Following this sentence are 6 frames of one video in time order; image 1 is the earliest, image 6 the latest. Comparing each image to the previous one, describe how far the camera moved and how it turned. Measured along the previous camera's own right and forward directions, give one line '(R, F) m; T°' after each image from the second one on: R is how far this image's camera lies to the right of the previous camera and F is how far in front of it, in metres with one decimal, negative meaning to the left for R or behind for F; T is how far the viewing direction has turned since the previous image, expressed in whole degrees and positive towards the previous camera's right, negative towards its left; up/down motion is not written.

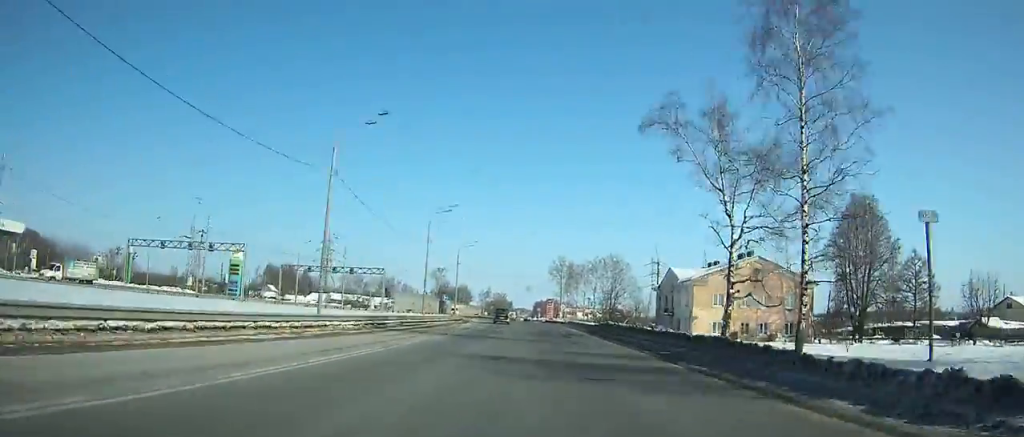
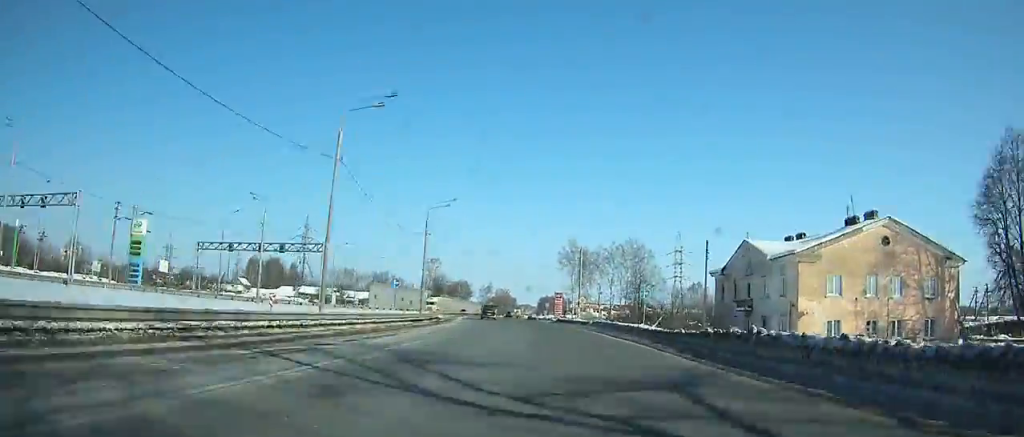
(+0.1, +27.5) m; -1°
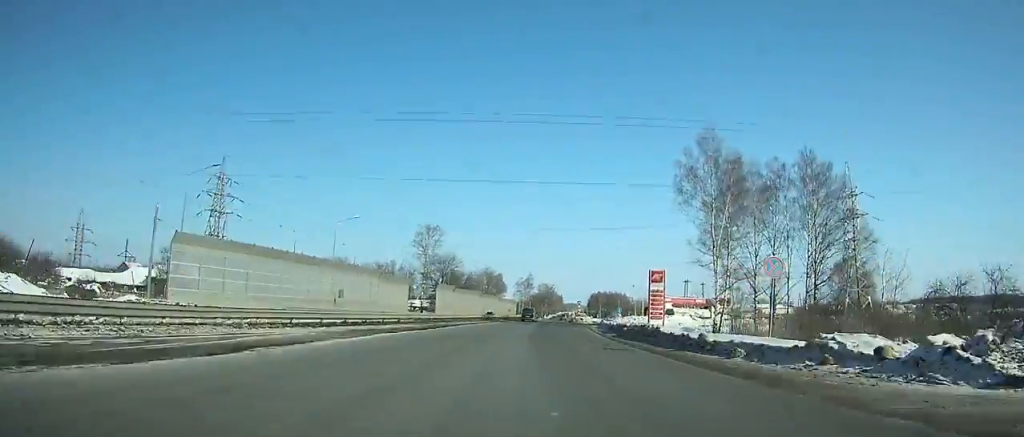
(-2.0, +84.3) m; -1°
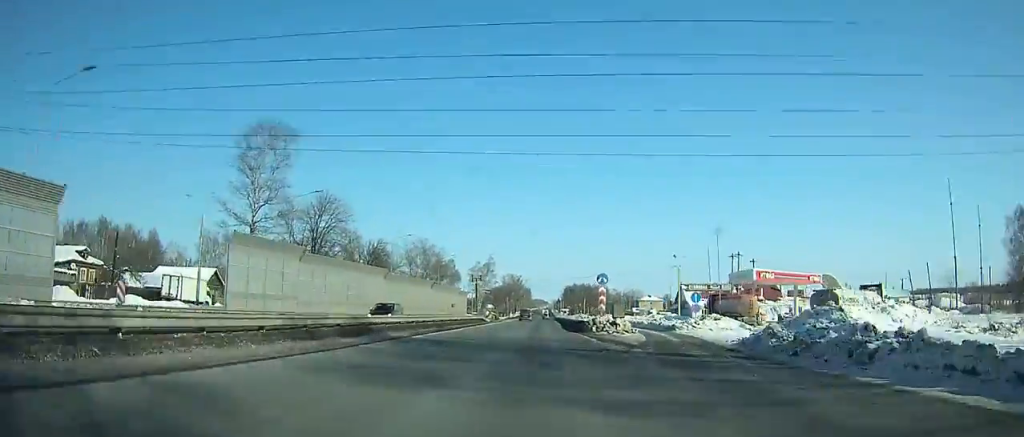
(+0.5, +70.7) m; +2°
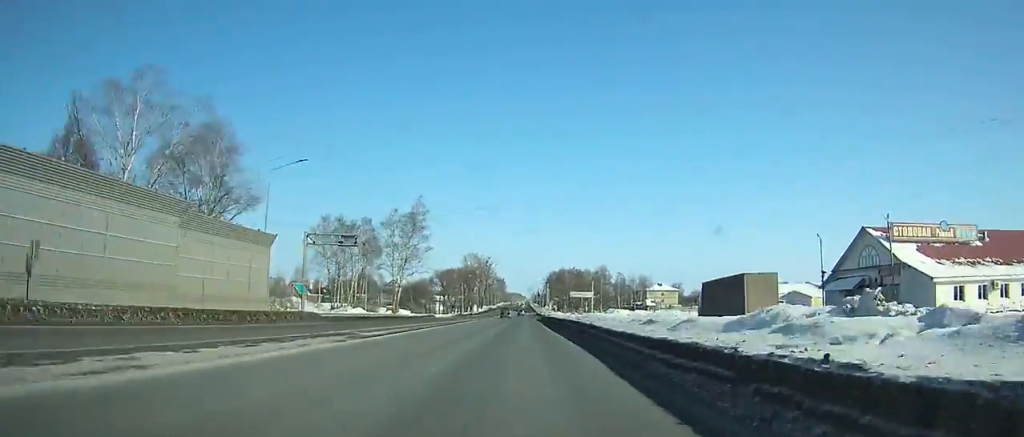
(+2.1, +94.9) m; +2°
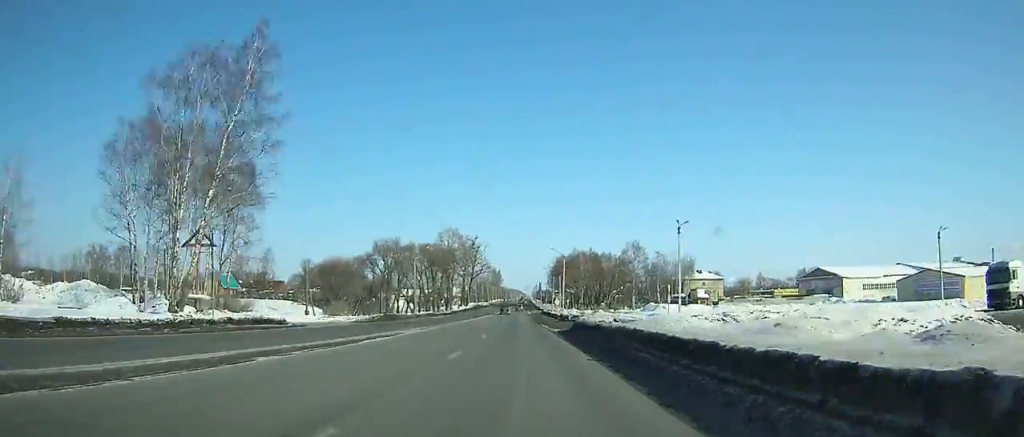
(-0.1, +67.9) m; -1°
